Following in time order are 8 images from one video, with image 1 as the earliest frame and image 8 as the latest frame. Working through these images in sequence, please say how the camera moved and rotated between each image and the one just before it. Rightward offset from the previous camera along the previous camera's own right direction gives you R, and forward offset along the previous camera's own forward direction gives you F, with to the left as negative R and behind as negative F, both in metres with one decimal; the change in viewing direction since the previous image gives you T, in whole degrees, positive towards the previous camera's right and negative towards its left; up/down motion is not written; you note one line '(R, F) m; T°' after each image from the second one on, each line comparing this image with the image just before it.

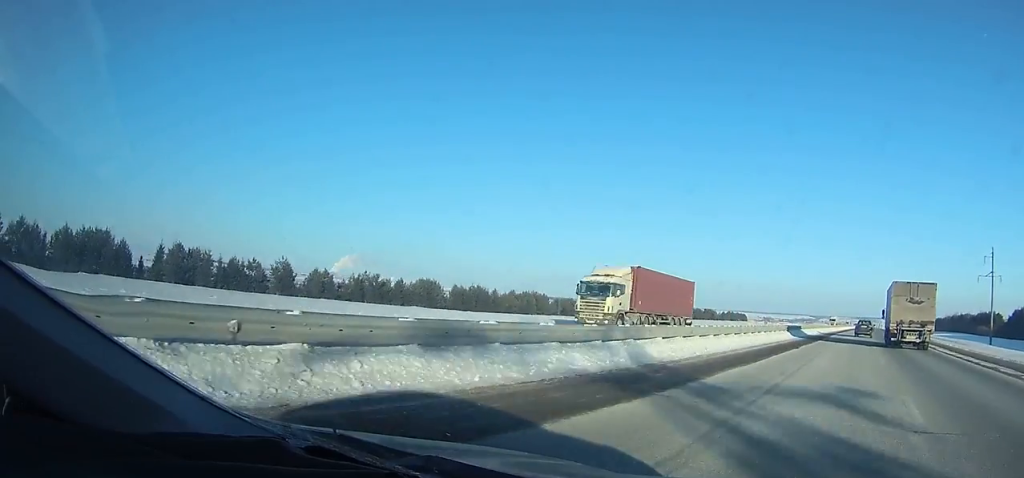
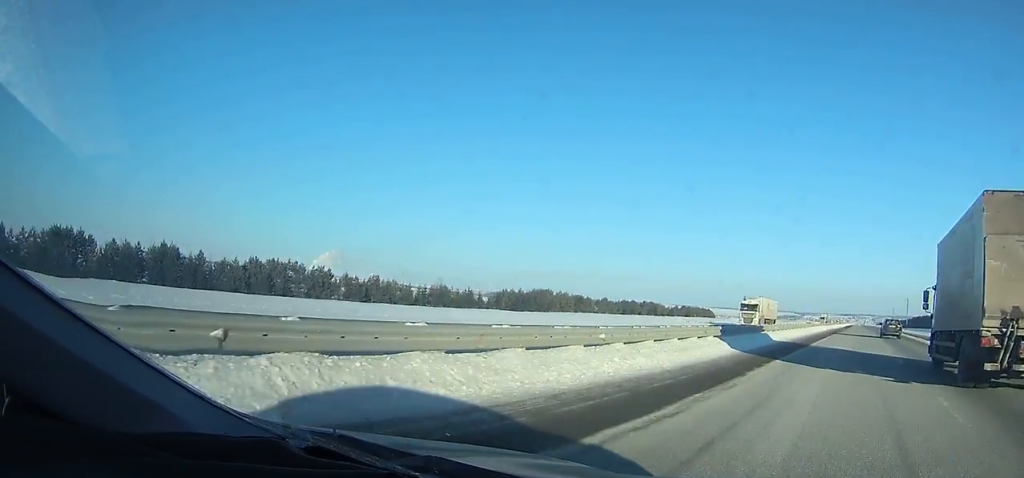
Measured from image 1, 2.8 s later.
(+1.4, +83.5) m; +2°
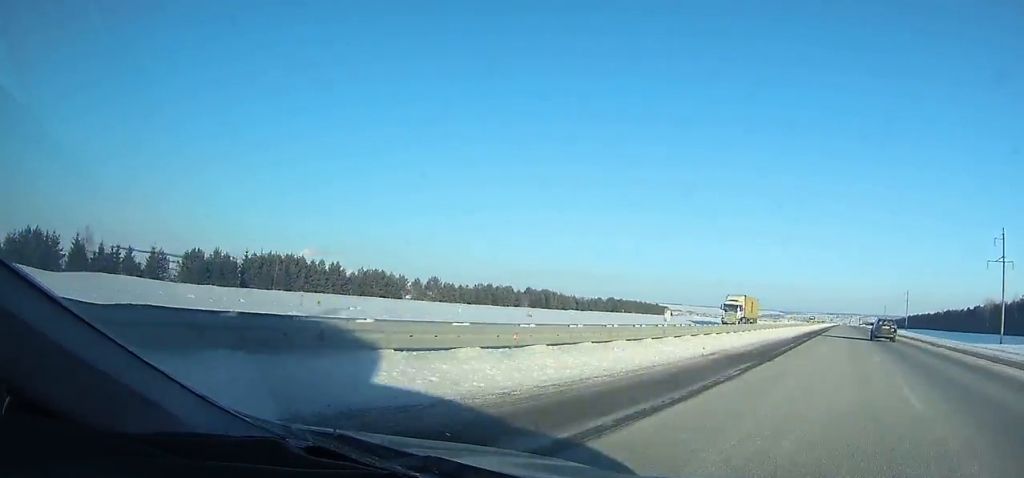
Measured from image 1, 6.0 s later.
(+1.4, +94.0) m; +1°
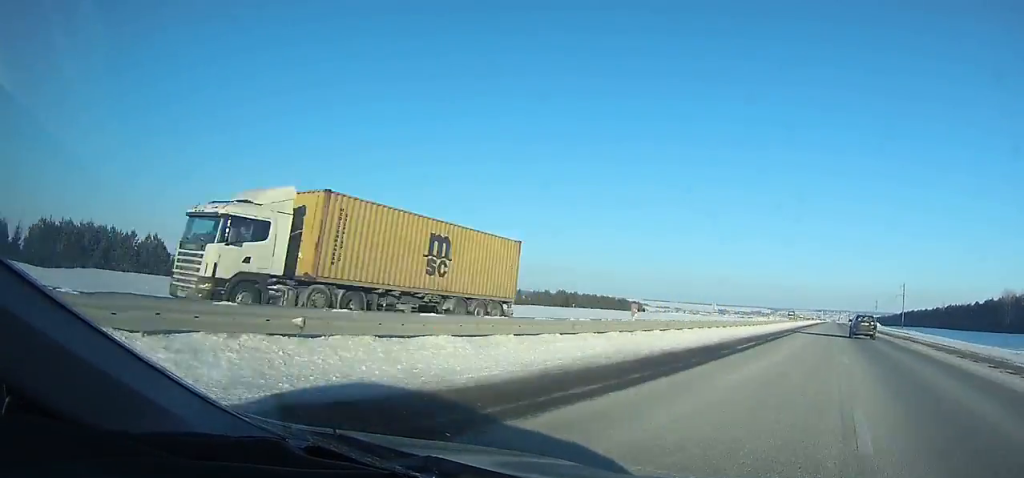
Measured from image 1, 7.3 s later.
(+0.2, +37.5) m; 0°
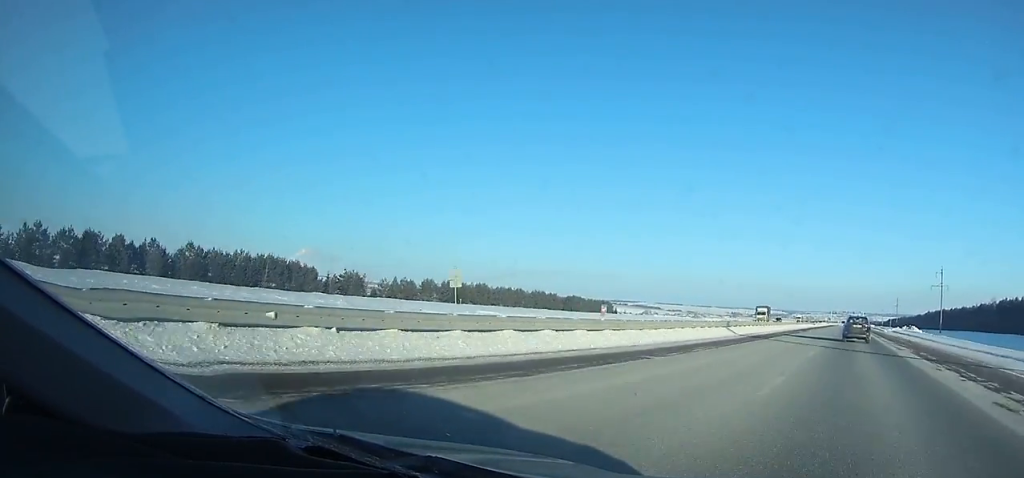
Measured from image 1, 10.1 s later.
(+0.3, +79.1) m; 0°
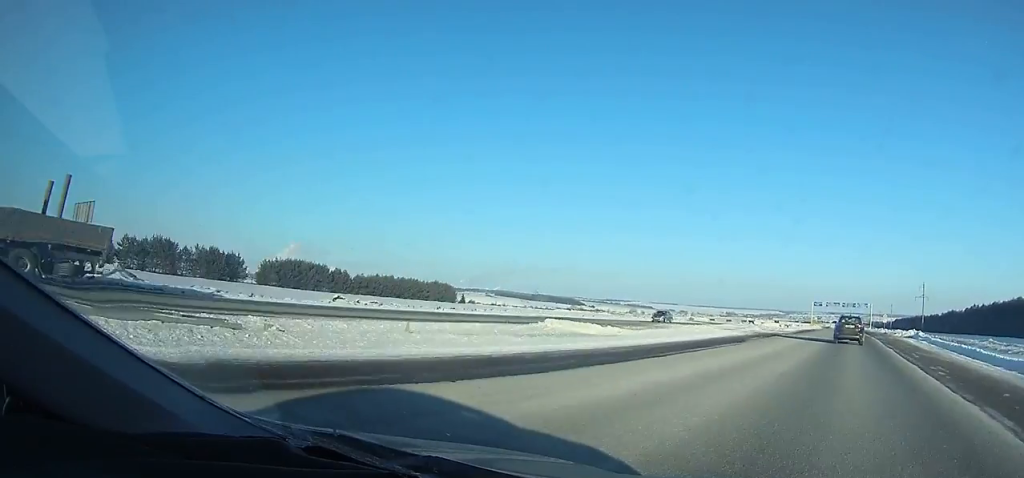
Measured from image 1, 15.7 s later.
(-0.9, +150.2) m; 0°
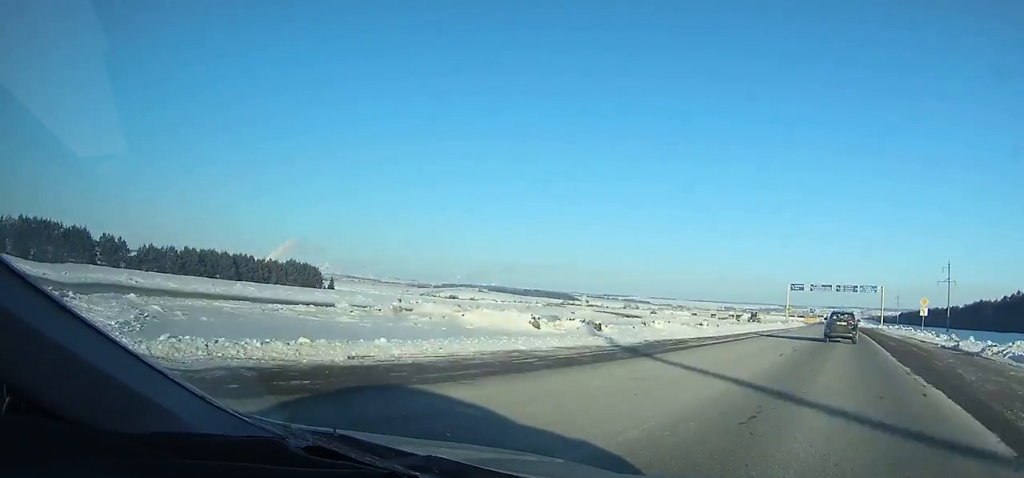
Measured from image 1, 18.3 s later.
(-0.1, +65.6) m; -1°
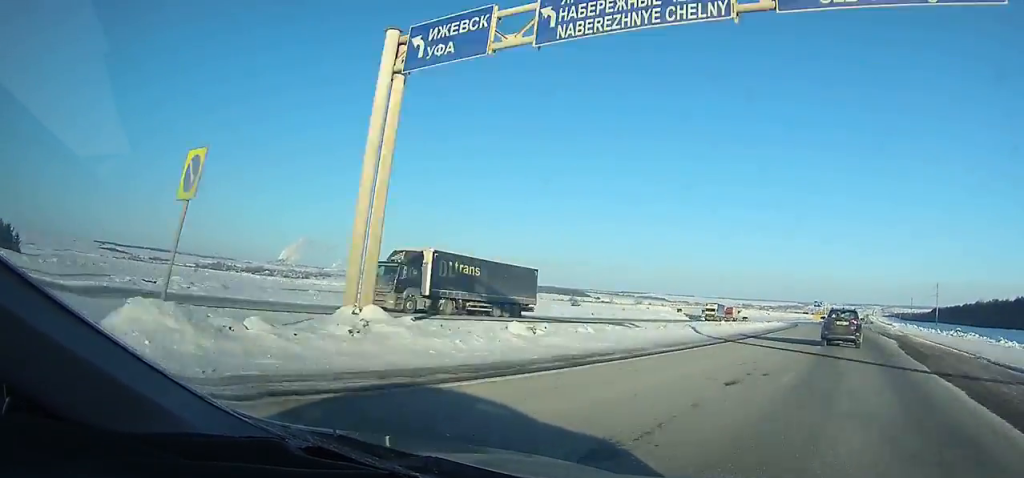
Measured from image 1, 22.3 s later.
(-1.3, +95.4) m; -2°
